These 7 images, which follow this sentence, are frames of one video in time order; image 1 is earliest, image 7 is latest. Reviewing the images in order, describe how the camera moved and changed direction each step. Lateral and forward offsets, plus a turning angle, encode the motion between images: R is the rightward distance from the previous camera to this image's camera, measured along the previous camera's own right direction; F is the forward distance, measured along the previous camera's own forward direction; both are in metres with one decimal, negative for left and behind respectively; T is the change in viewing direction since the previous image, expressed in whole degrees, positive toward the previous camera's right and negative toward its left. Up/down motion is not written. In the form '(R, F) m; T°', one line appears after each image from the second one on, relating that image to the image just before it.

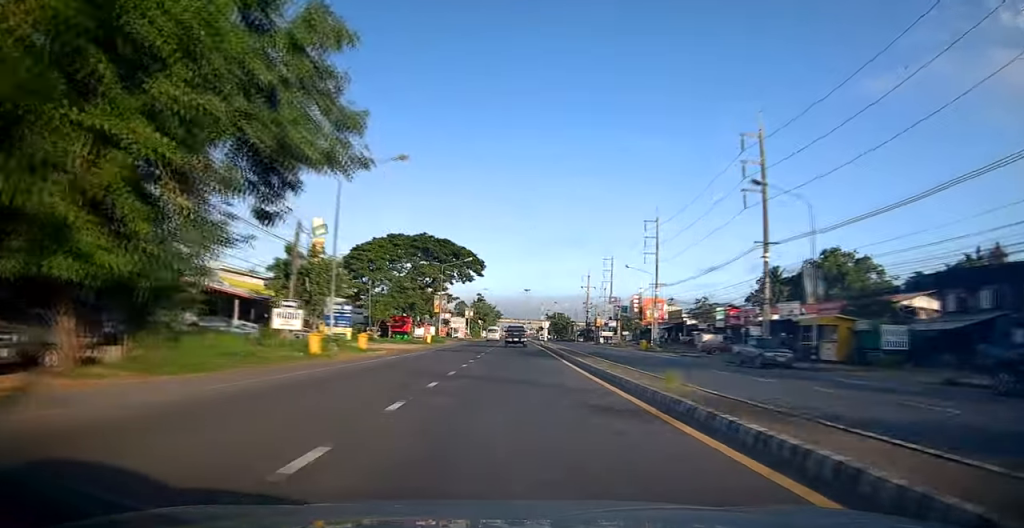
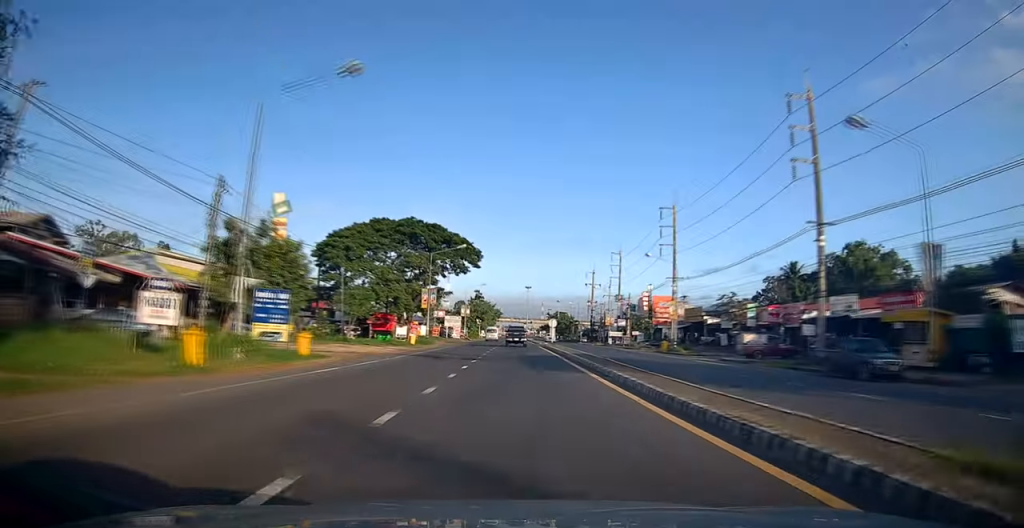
(0.0, +9.1) m; 0°
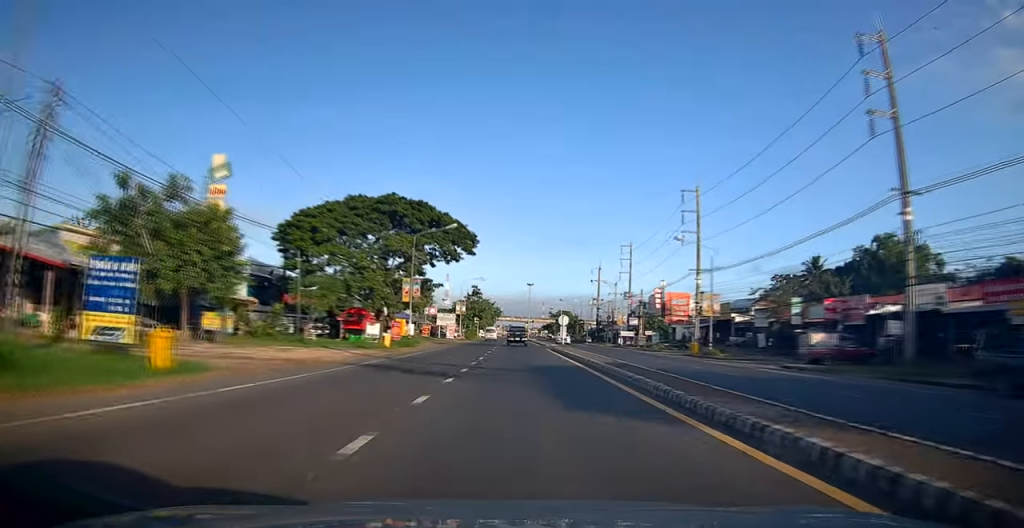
(-0.4, +9.6) m; +1°
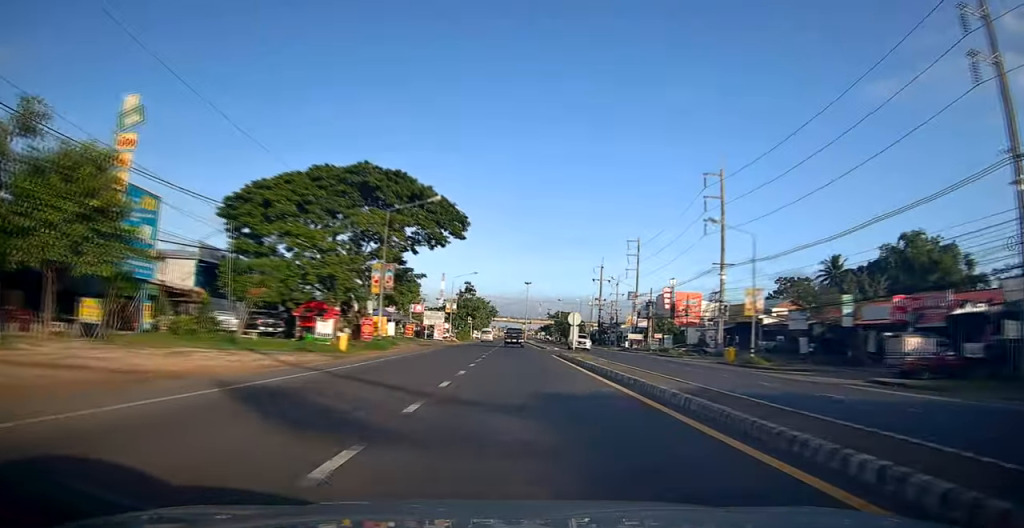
(+0.4, +8.8) m; 0°
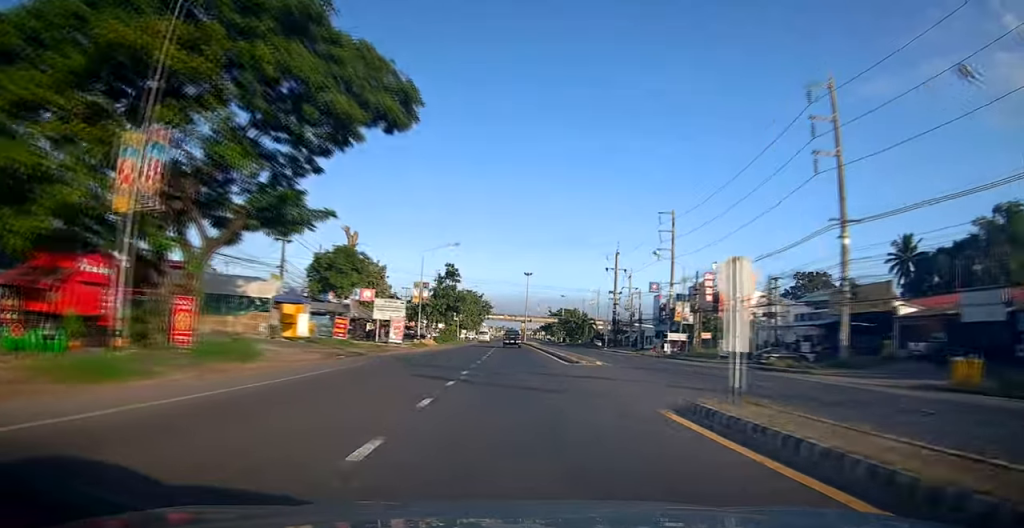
(-0.4, +23.3) m; -2°
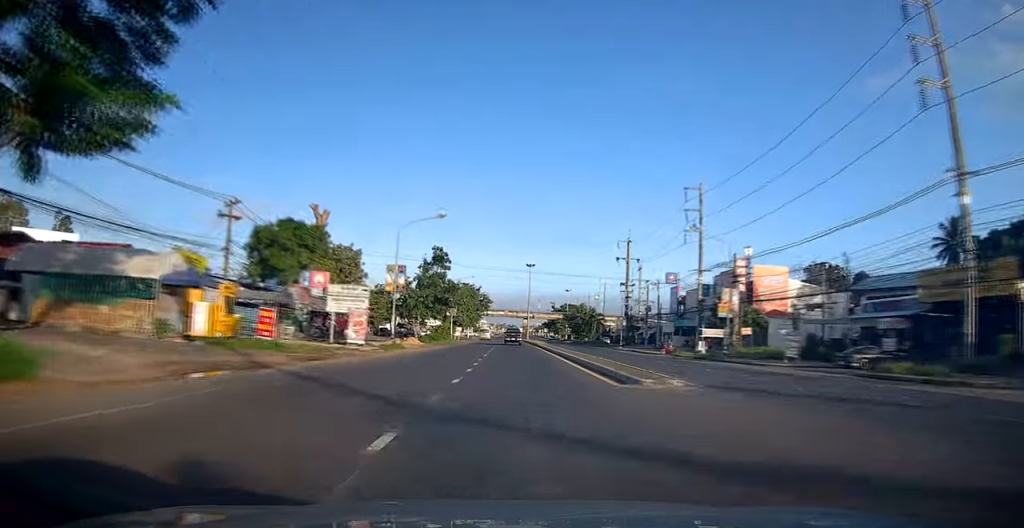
(+0.1, +11.6) m; +1°
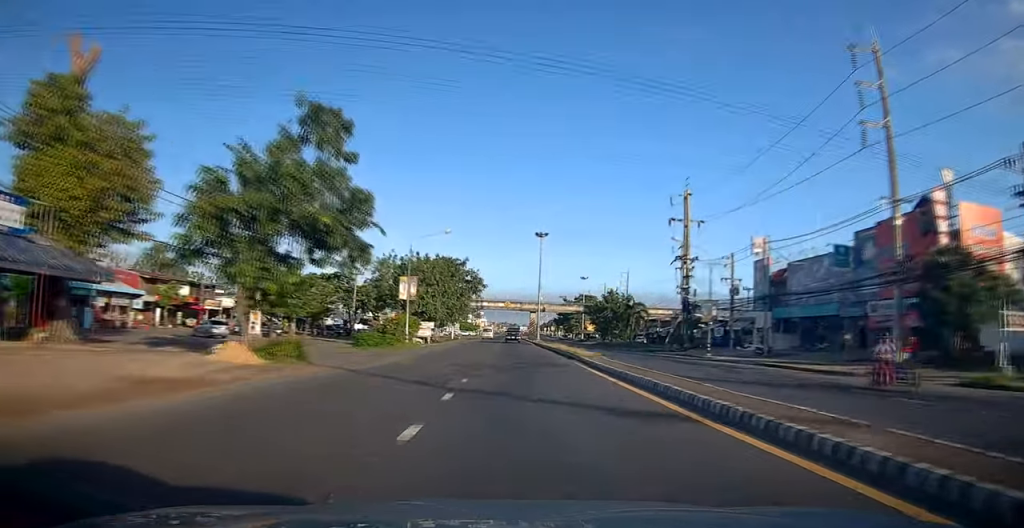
(+0.4, +35.8) m; +1°
